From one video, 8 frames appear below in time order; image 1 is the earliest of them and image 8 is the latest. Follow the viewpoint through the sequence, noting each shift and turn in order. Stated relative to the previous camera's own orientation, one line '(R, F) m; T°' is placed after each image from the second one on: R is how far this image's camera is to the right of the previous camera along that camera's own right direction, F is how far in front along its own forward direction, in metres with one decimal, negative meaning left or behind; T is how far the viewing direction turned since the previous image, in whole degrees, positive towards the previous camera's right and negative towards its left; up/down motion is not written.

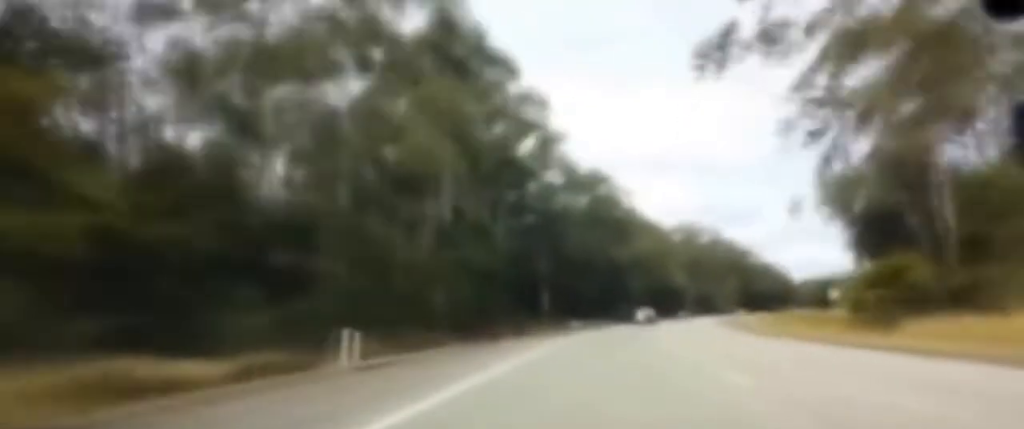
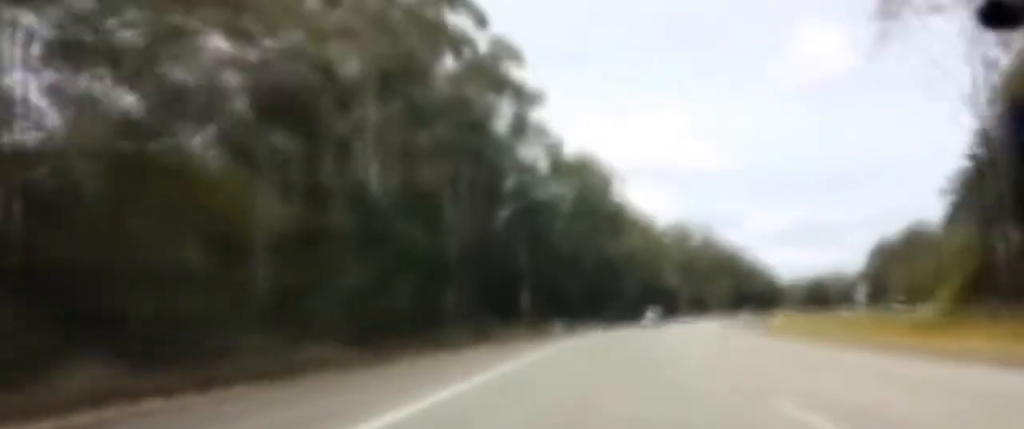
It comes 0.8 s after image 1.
(+0.2, +17.8) m; 0°
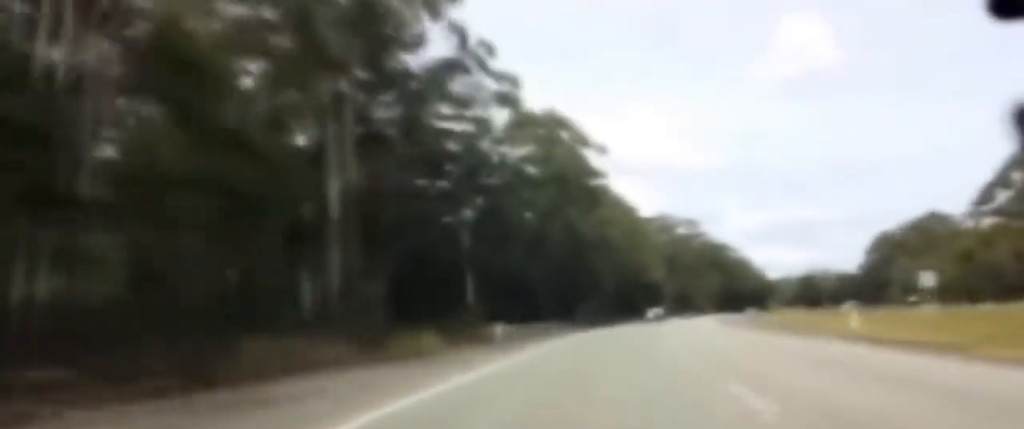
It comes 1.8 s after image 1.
(0.0, +21.5) m; +1°
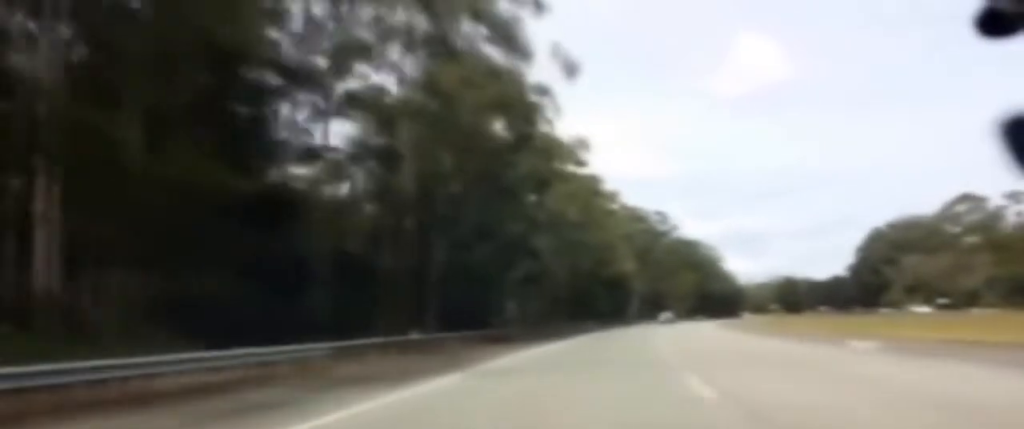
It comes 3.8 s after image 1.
(+1.8, +46.0) m; +3°
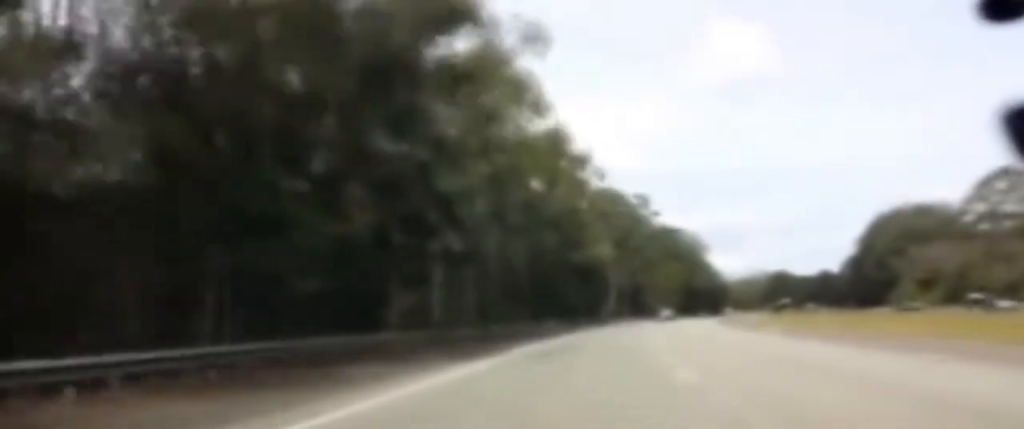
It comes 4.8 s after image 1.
(+0.1, +21.6) m; 0°
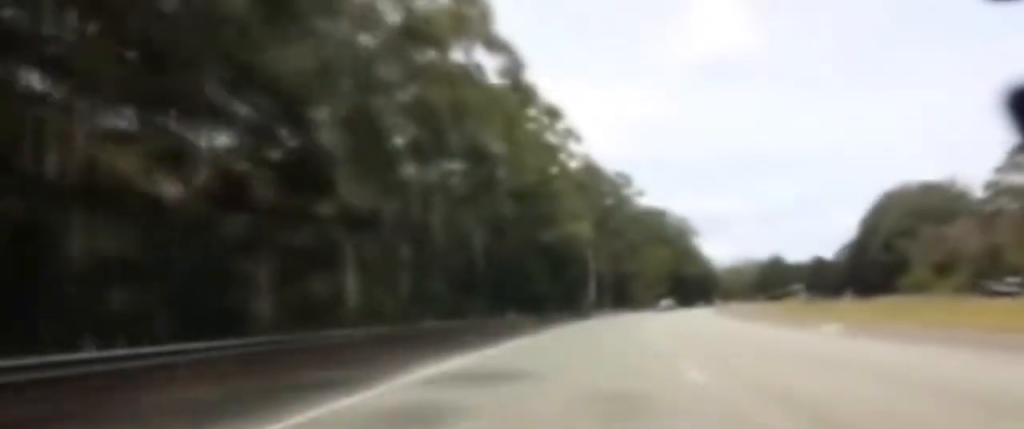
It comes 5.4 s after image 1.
(-0.2, +13.3) m; +1°
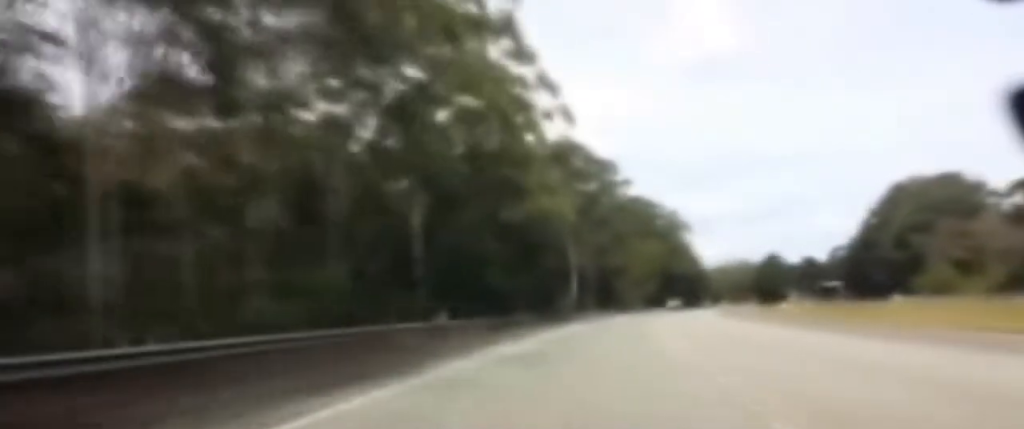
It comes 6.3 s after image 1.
(+0.3, +19.2) m; +1°
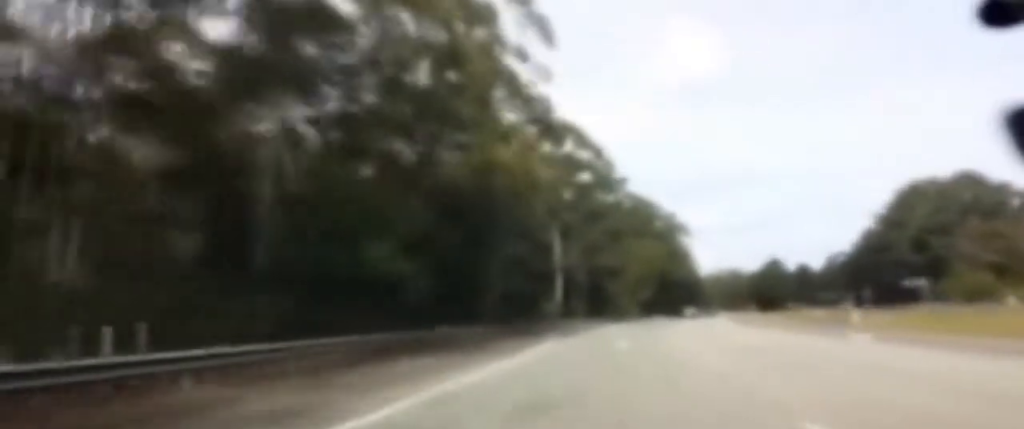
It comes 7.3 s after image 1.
(+0.1, +22.9) m; 0°
